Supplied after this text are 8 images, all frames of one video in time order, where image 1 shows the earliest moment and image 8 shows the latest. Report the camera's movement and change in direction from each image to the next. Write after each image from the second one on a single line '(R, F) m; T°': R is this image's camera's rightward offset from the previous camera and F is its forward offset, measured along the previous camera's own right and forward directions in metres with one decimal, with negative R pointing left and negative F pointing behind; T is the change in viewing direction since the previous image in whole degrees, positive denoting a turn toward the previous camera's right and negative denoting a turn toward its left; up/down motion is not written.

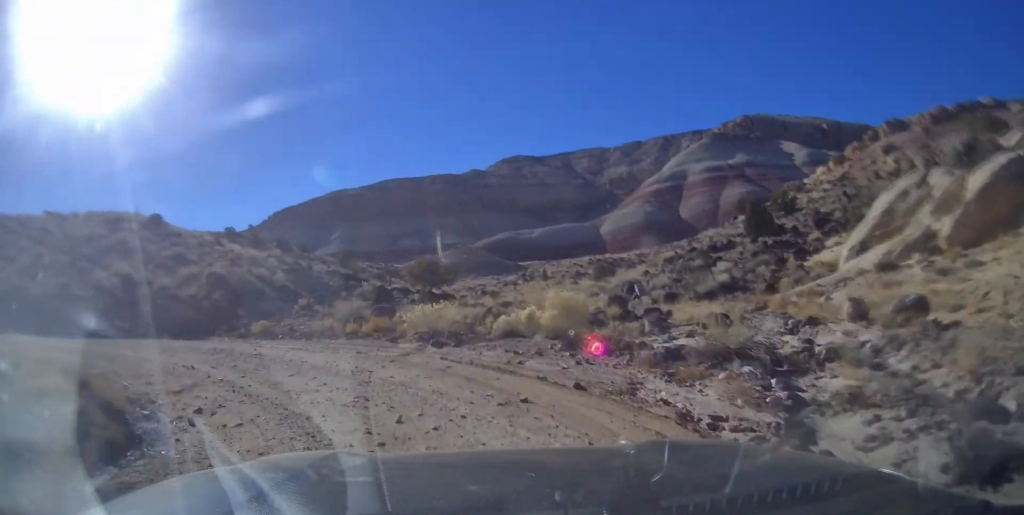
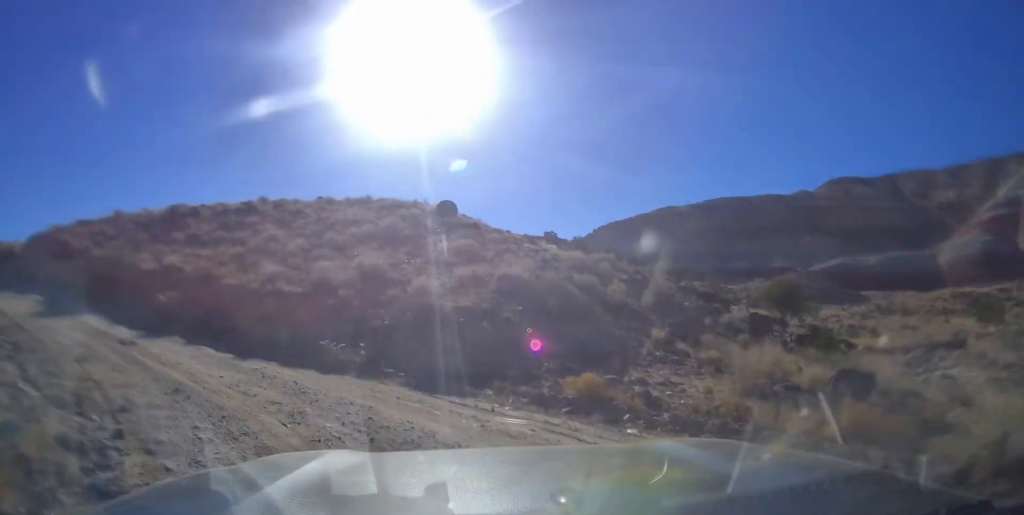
(+0.5, +9.5) m; -8°
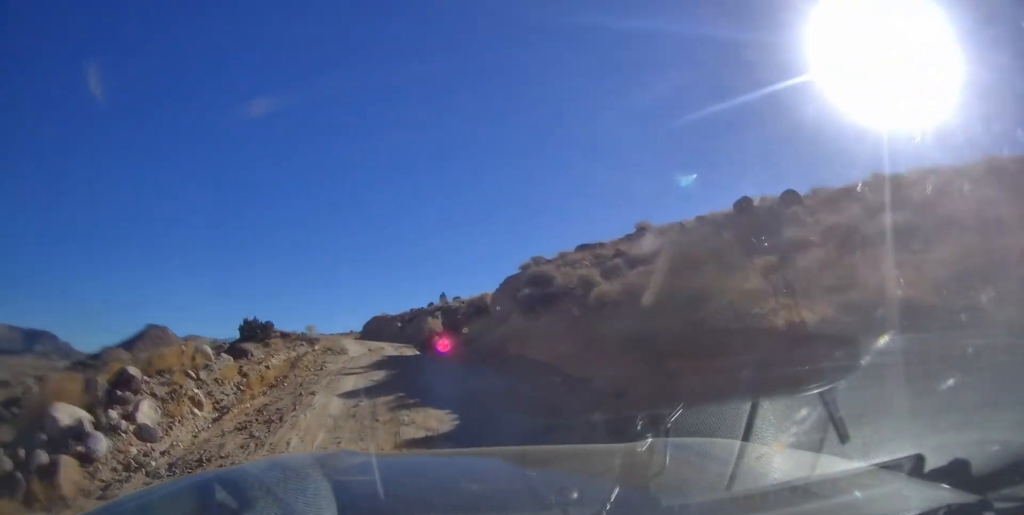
(-4.6, +14.1) m; -40°
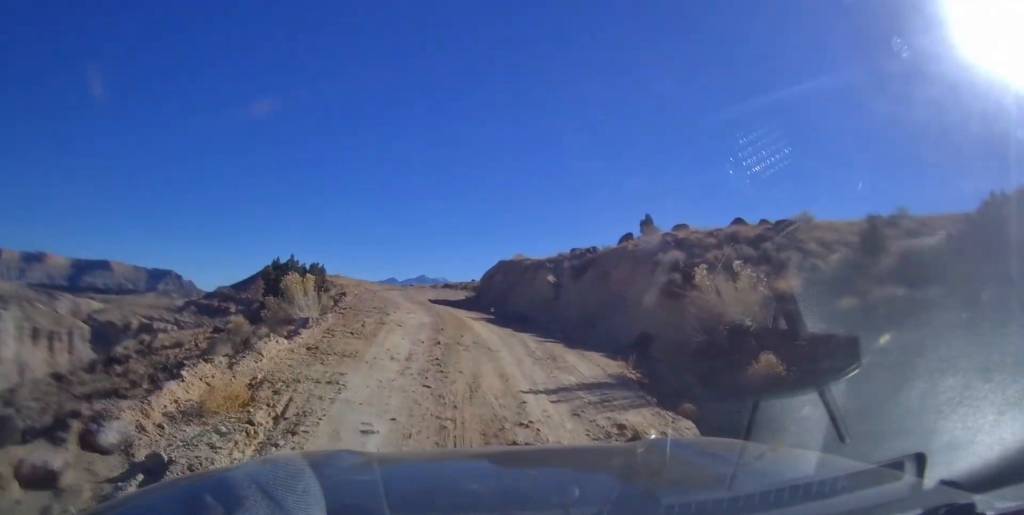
(-12.4, +22.2) m; -45°
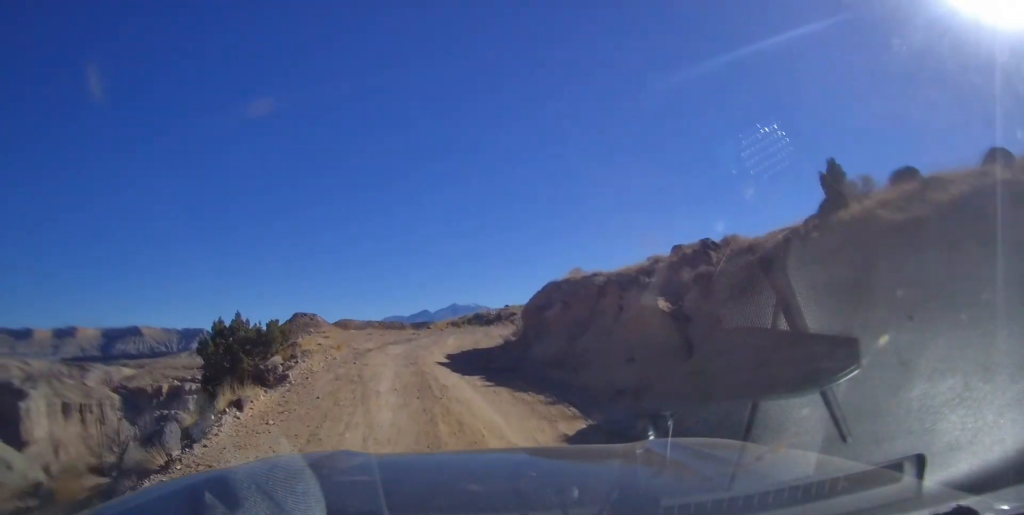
(-1.0, +10.5) m; -9°
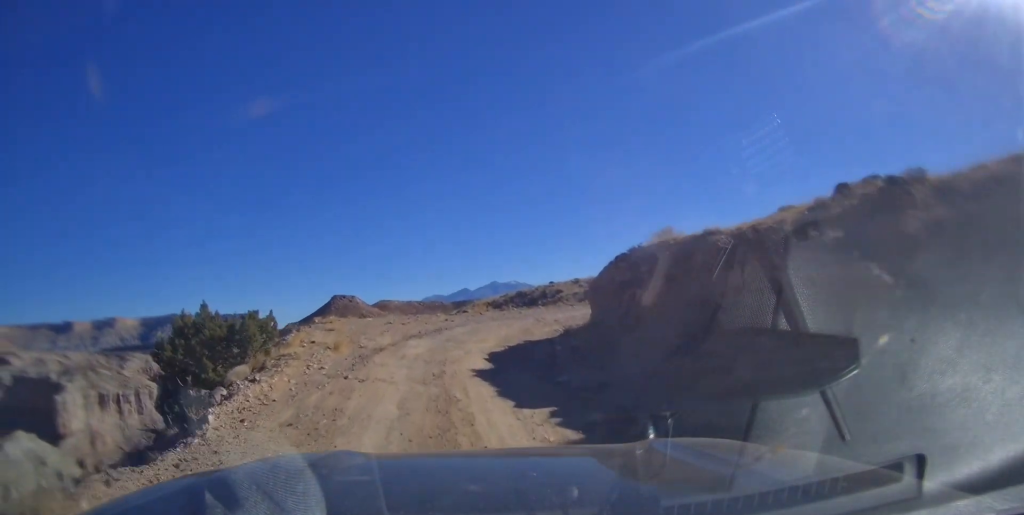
(-0.2, +5.8) m; -4°
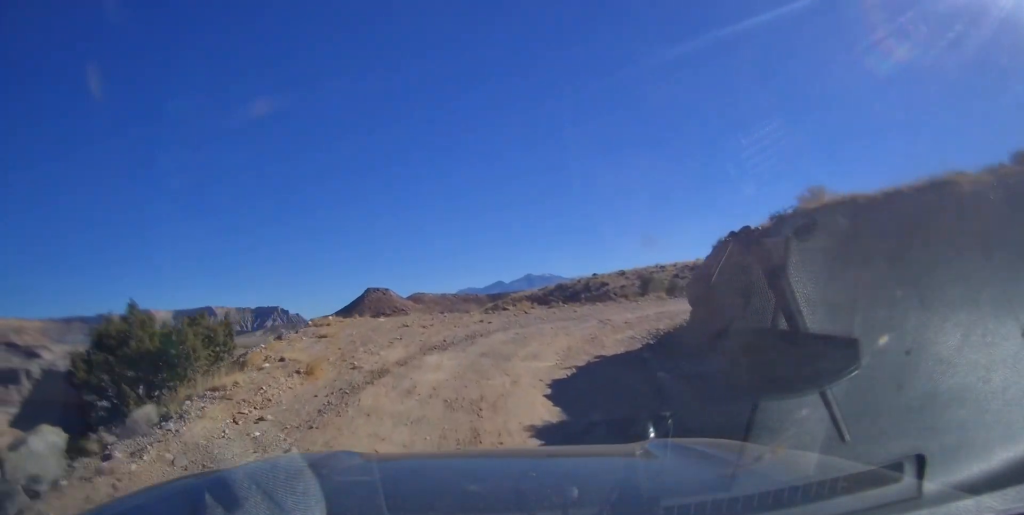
(-0.2, +5.2) m; +2°
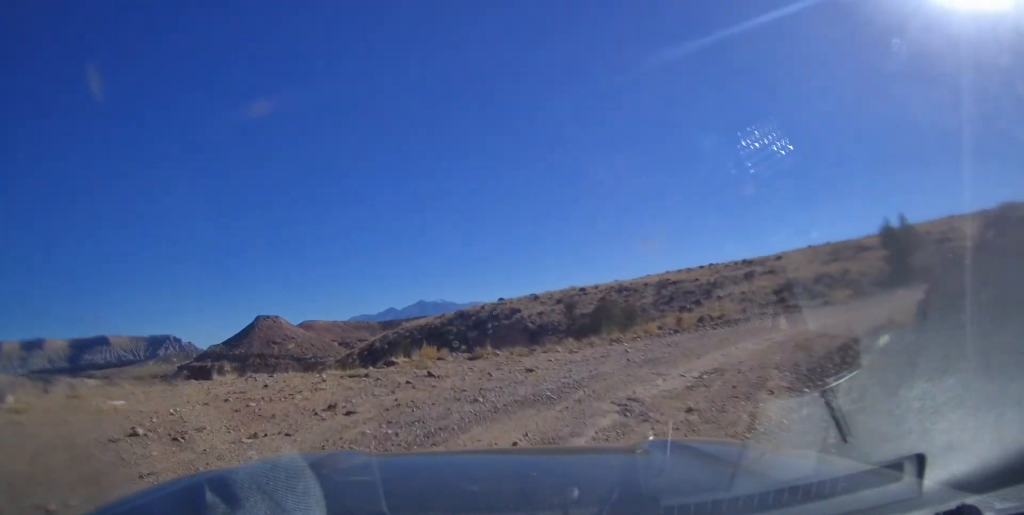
(+0.2, +10.9) m; +11°
